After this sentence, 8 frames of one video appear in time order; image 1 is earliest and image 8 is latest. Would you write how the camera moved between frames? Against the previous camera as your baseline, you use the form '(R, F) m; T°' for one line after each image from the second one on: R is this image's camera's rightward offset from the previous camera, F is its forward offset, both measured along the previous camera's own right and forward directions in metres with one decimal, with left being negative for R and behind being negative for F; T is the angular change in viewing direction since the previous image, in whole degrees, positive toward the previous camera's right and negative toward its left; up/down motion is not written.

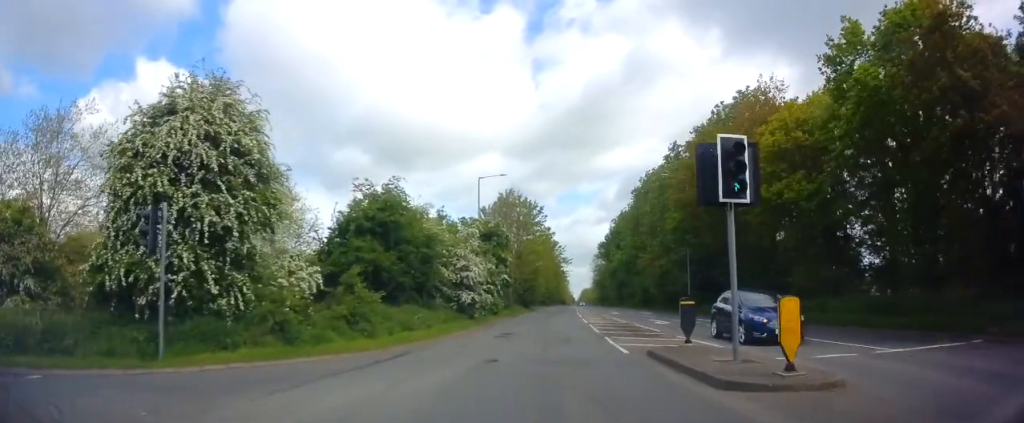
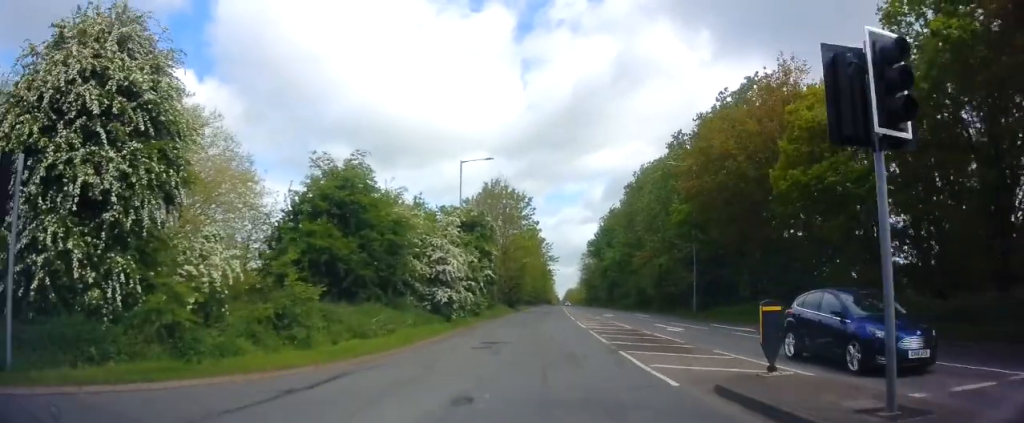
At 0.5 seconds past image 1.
(+0.1, +4.2) m; +1°
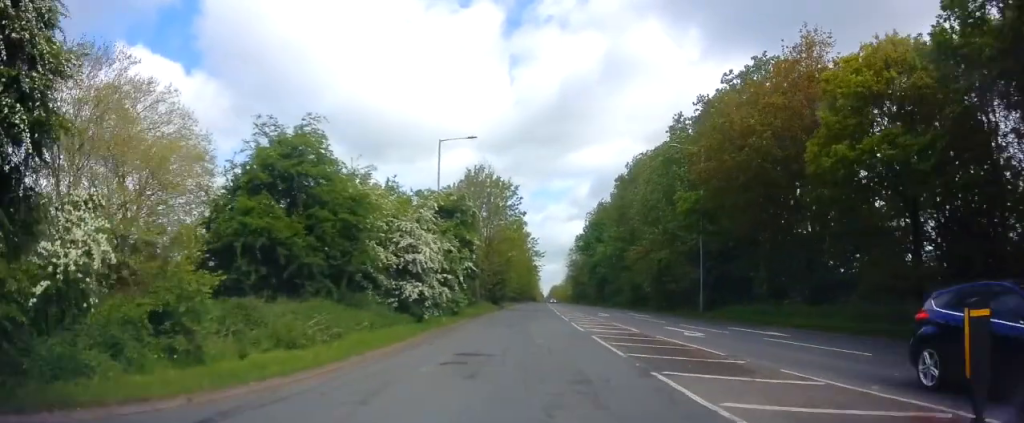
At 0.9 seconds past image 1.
(-0.1, +4.2) m; +1°
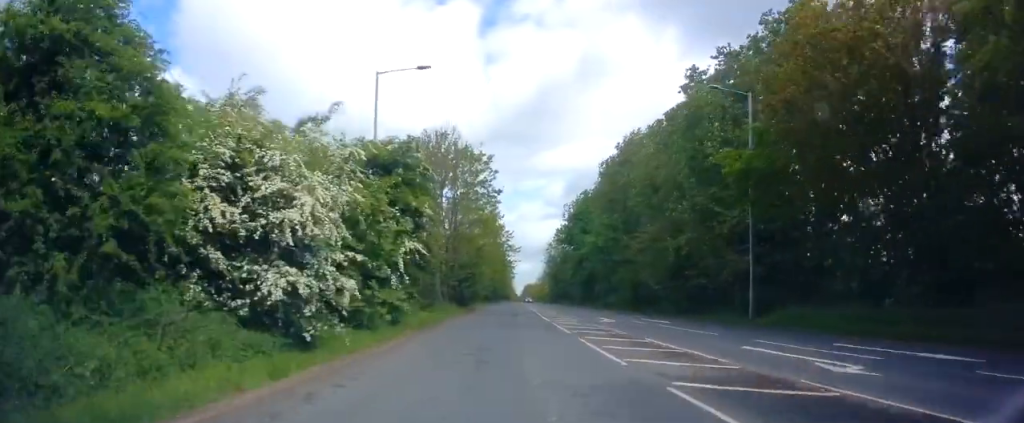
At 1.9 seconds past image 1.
(+0.3, +10.0) m; +3°
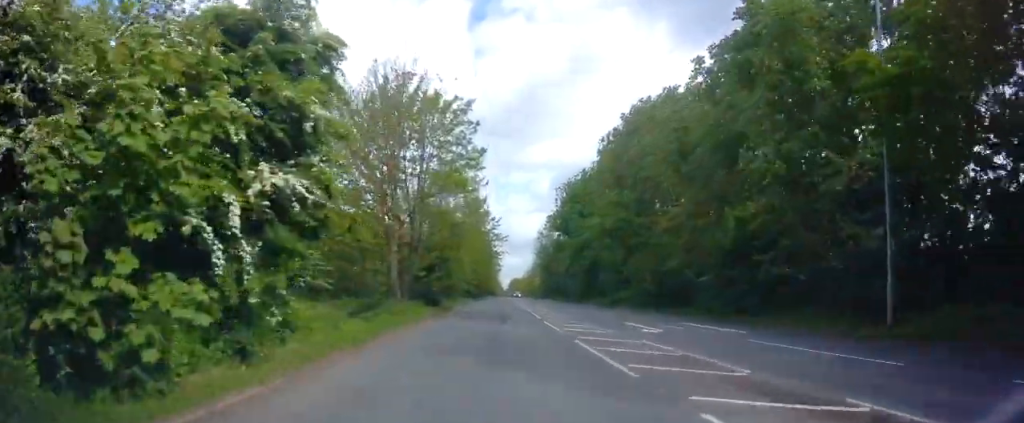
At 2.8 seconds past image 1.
(+0.3, +10.2) m; +2°
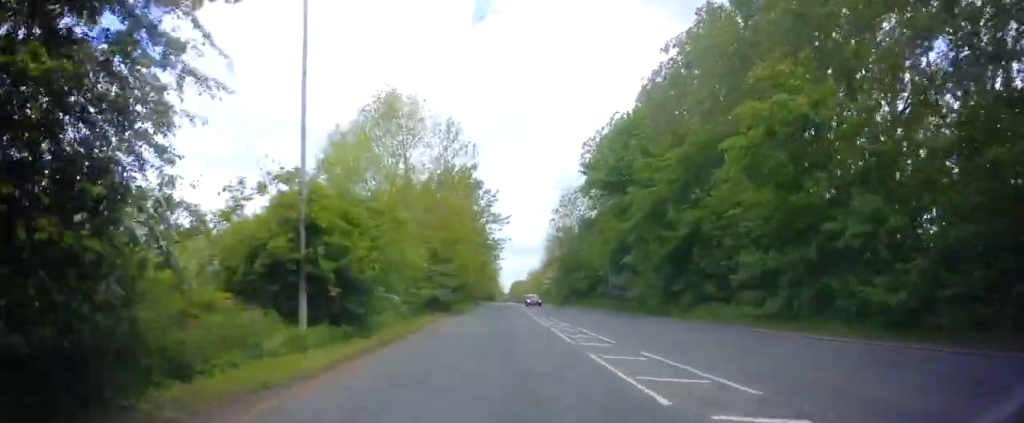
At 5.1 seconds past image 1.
(0.0, +27.3) m; 0°
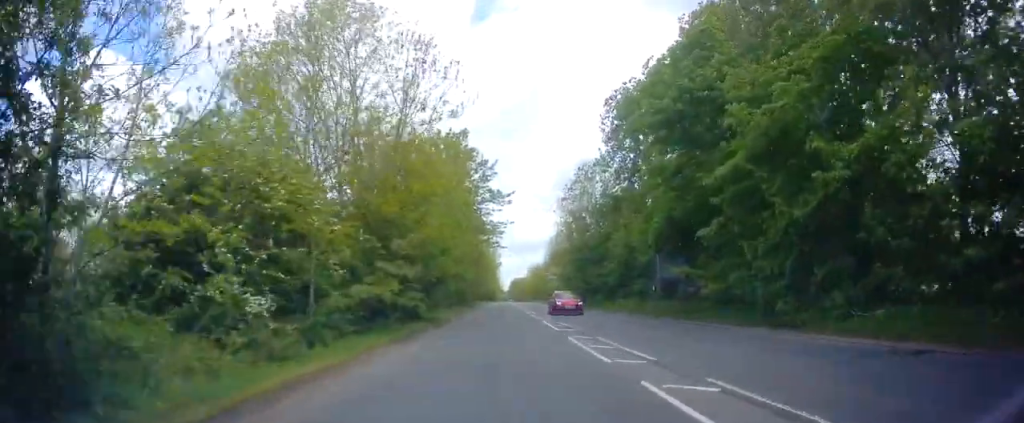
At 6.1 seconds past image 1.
(0.0, +12.6) m; +1°
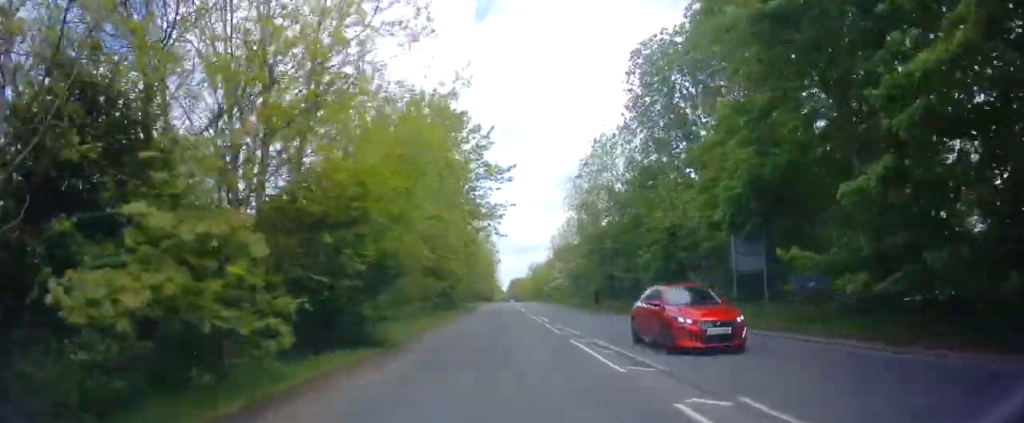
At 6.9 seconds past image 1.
(0.0, +9.7) m; 0°
